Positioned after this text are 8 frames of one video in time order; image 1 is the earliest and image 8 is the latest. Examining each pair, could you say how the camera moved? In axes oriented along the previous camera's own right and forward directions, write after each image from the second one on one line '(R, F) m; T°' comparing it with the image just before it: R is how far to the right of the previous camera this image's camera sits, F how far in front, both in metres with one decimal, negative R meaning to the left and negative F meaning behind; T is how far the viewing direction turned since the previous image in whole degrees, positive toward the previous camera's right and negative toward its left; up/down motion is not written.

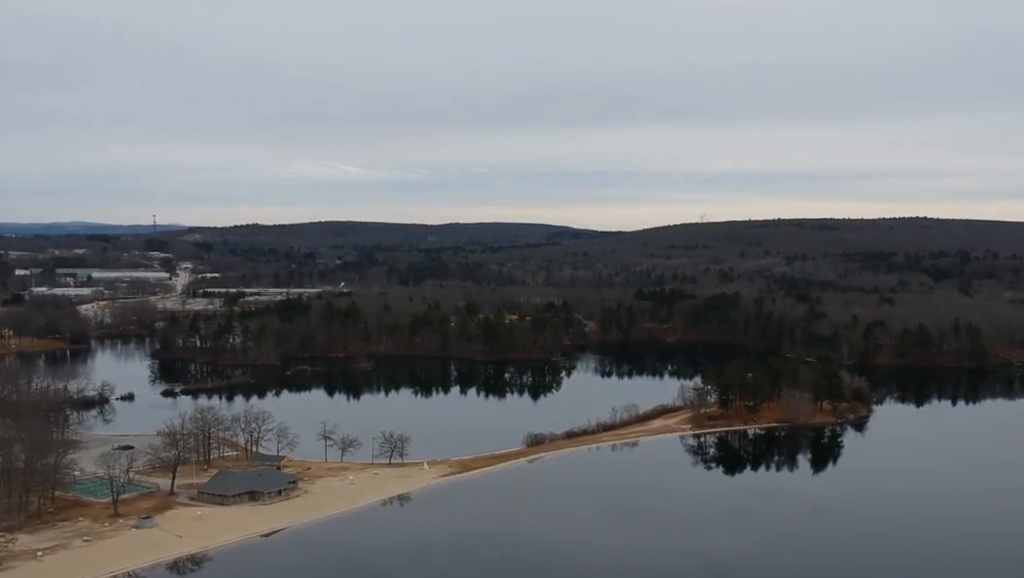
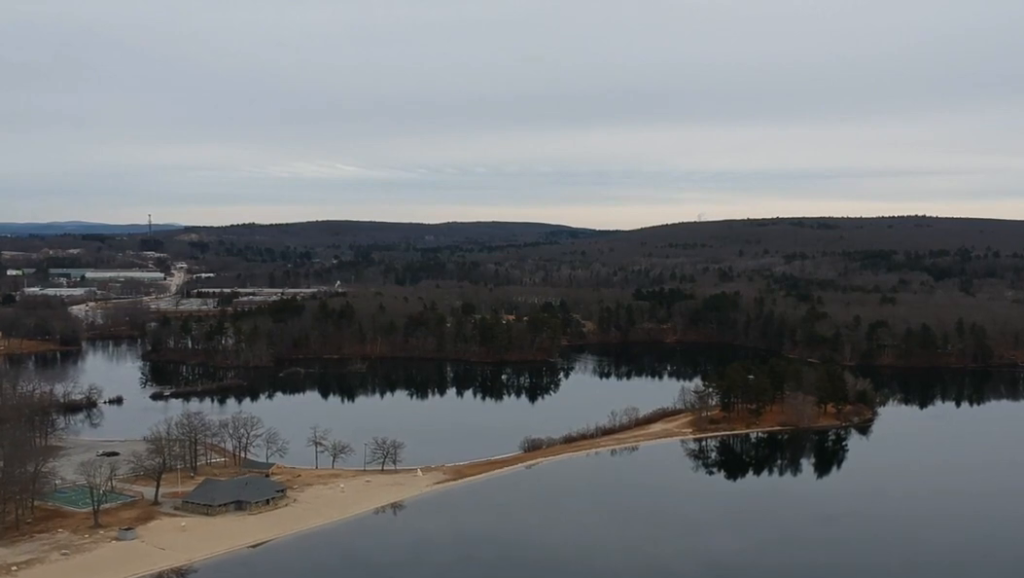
(0.0, +12.2) m; 0°
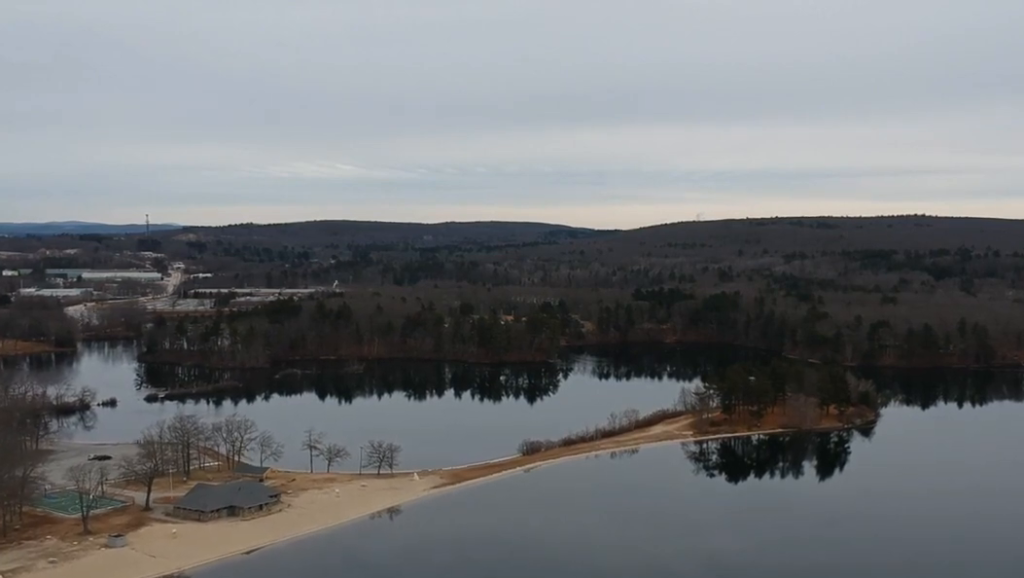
(0.0, +6.6) m; +1°
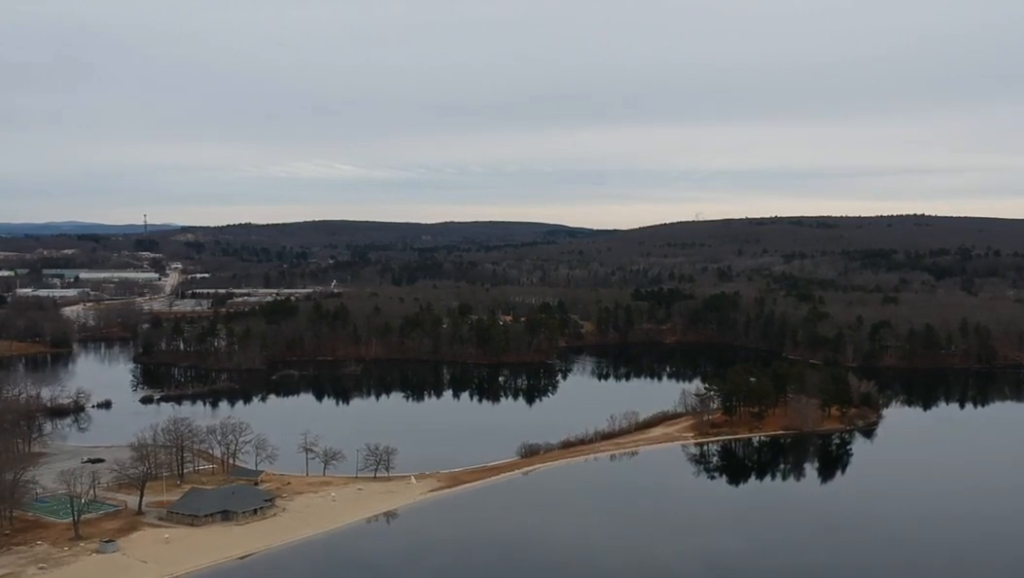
(0.0, +5.0) m; 0°
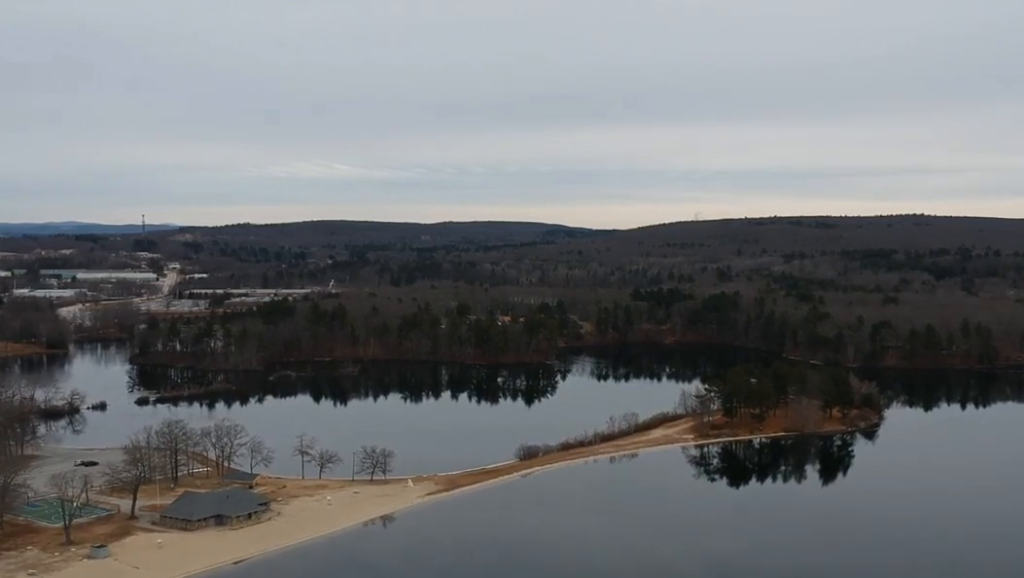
(0.0, +4.7) m; 0°
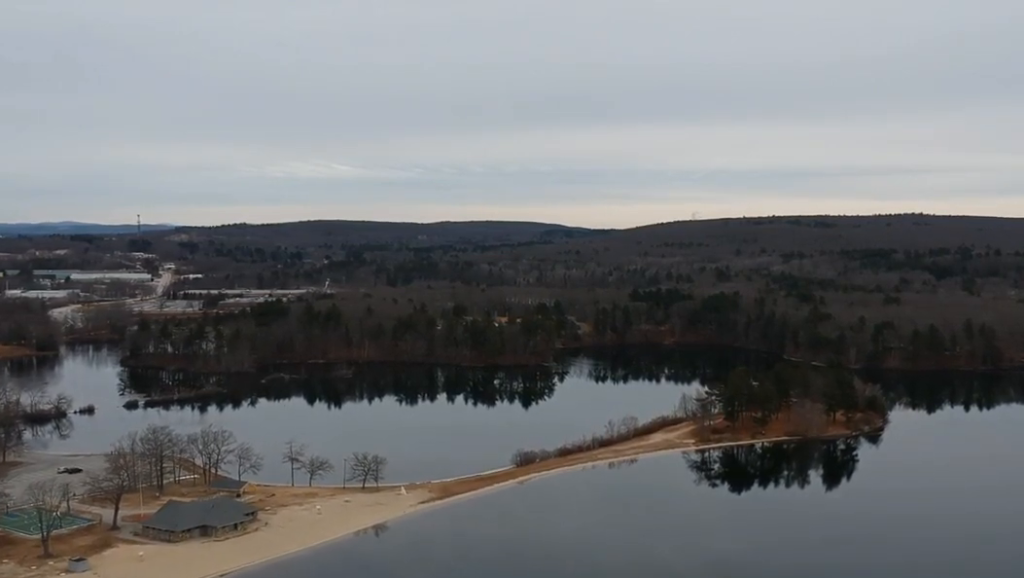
(0.0, +11.2) m; 0°
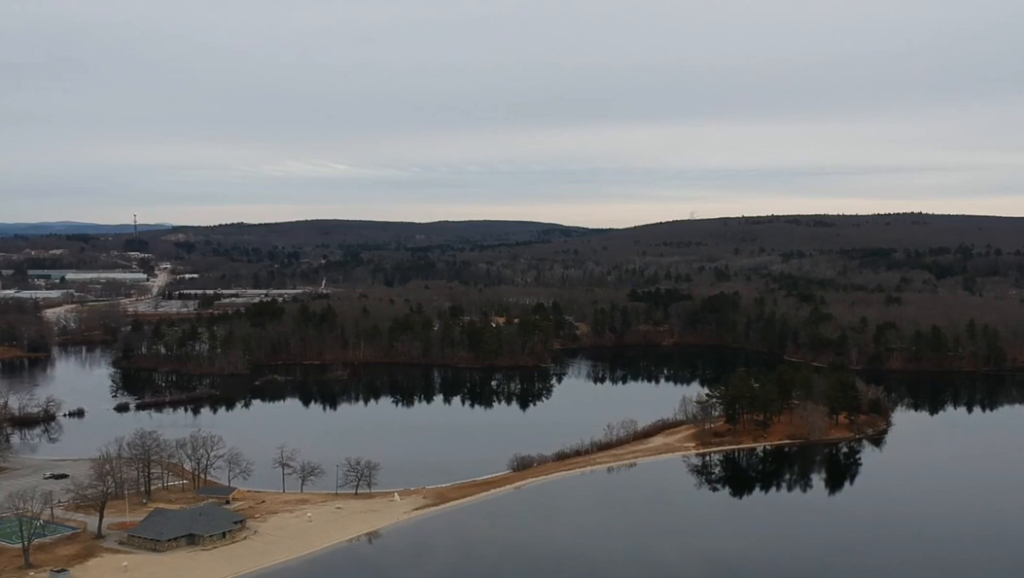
(-0.1, +8.9) m; -4°
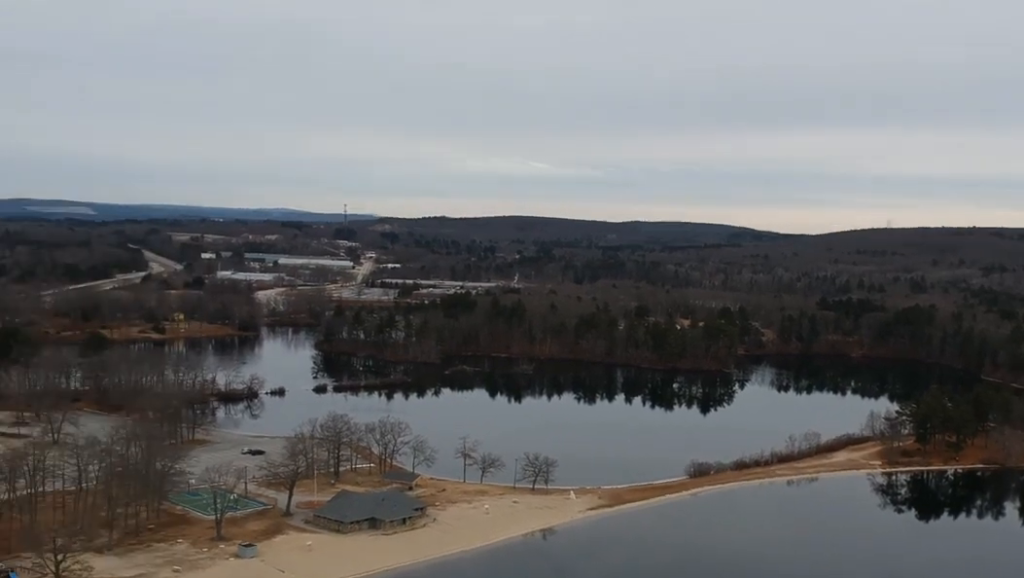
(-0.3, +6.8) m; -8°
